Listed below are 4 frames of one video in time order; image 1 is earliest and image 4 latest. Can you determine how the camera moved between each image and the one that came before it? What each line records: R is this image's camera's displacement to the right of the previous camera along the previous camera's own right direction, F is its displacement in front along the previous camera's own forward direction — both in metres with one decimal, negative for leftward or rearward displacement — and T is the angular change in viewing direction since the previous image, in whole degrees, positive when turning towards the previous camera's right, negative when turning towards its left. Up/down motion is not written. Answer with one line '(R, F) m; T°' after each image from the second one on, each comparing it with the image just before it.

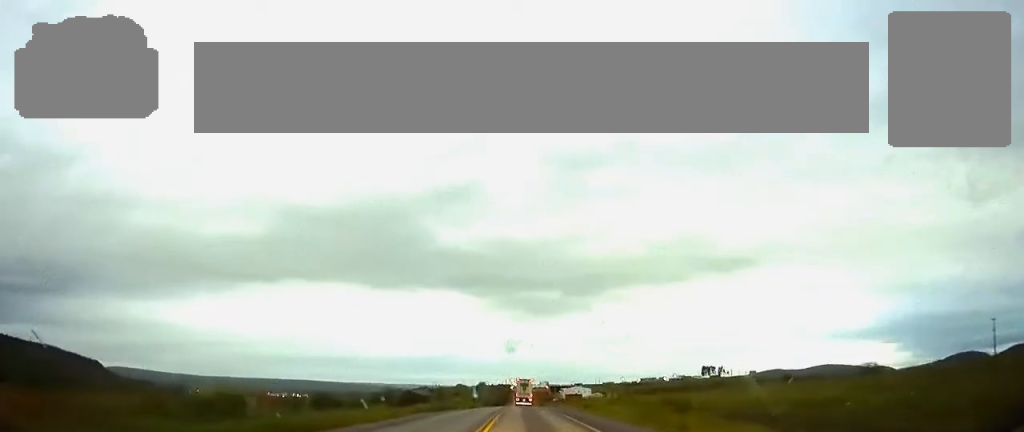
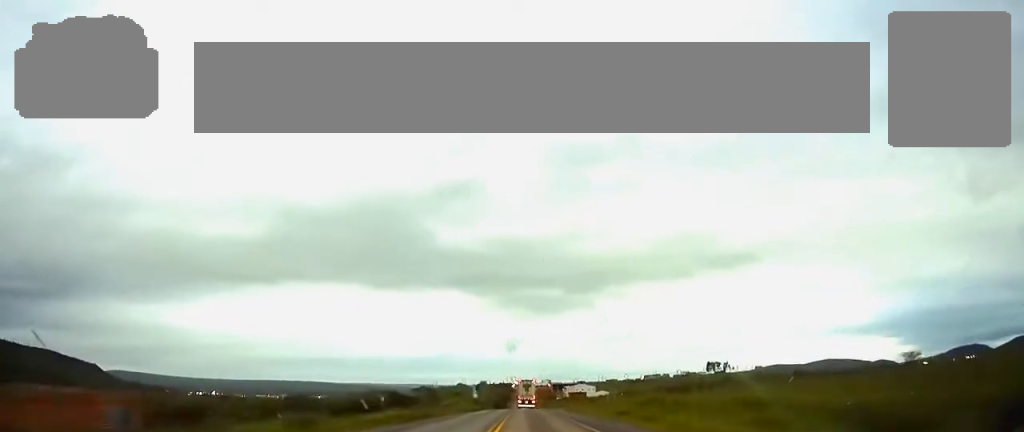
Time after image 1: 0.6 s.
(-0.1, +17.7) m; 0°
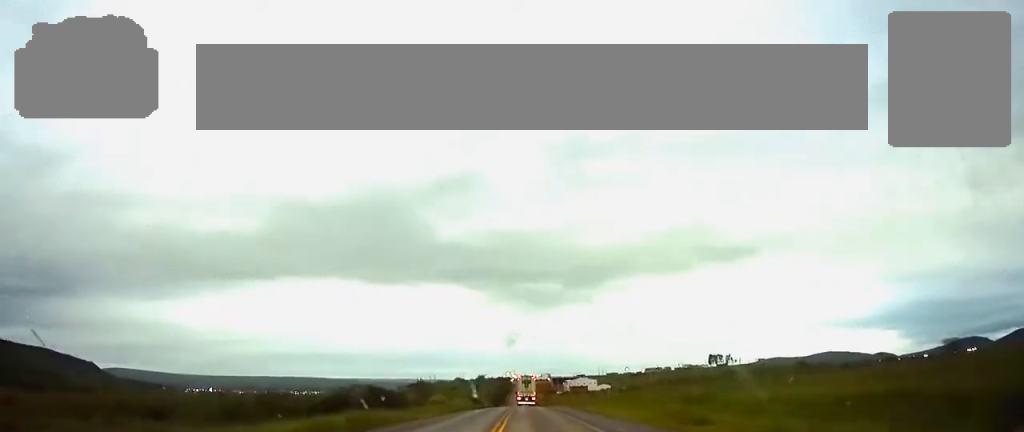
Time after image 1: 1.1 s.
(0.0, +15.7) m; 0°
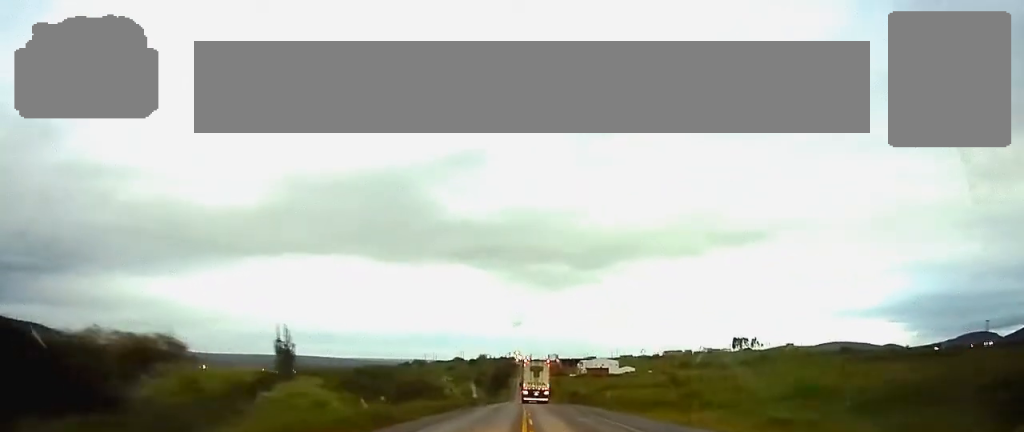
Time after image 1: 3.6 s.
(+0.4, +82.3) m; 0°
